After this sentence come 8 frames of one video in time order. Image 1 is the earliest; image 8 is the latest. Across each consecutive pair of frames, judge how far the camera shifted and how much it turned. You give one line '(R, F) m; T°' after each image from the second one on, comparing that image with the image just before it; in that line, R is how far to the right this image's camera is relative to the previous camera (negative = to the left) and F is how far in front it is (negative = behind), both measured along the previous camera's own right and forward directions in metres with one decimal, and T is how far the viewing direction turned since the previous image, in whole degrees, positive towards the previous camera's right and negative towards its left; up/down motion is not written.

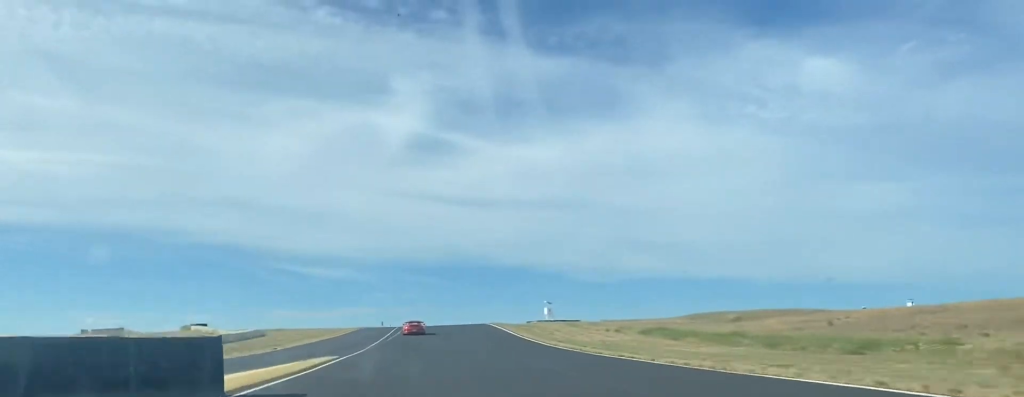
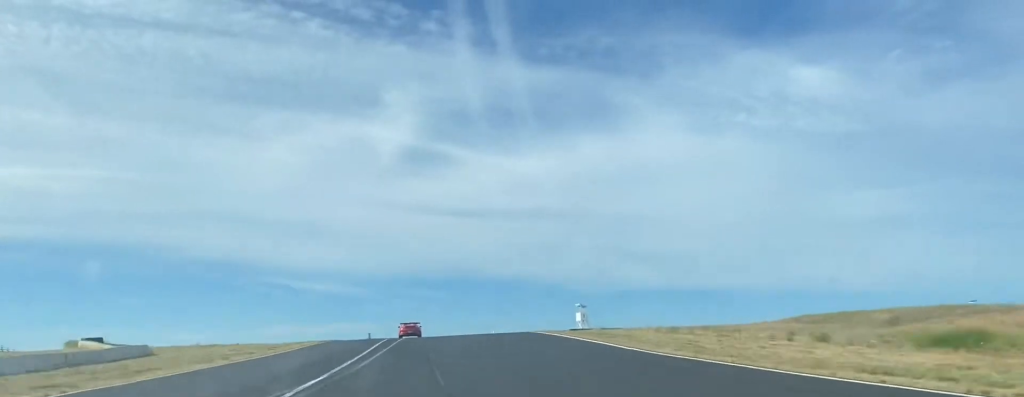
(-0.1, +35.4) m; 0°
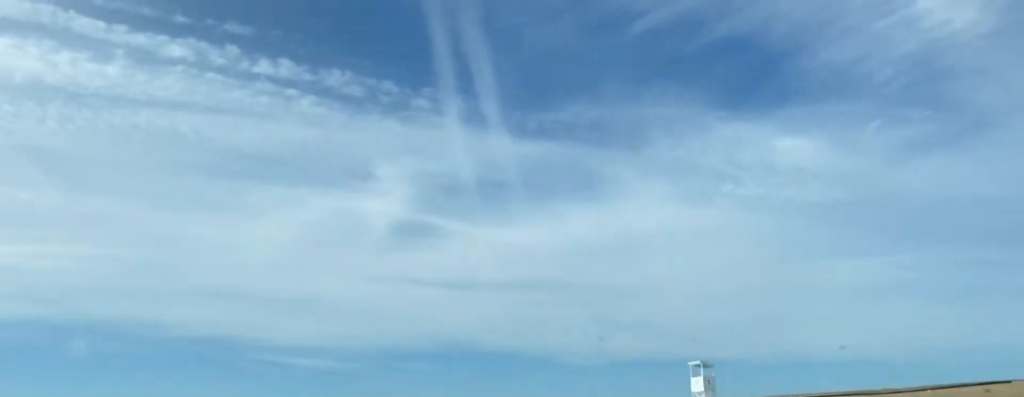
(+0.6, +54.2) m; +1°
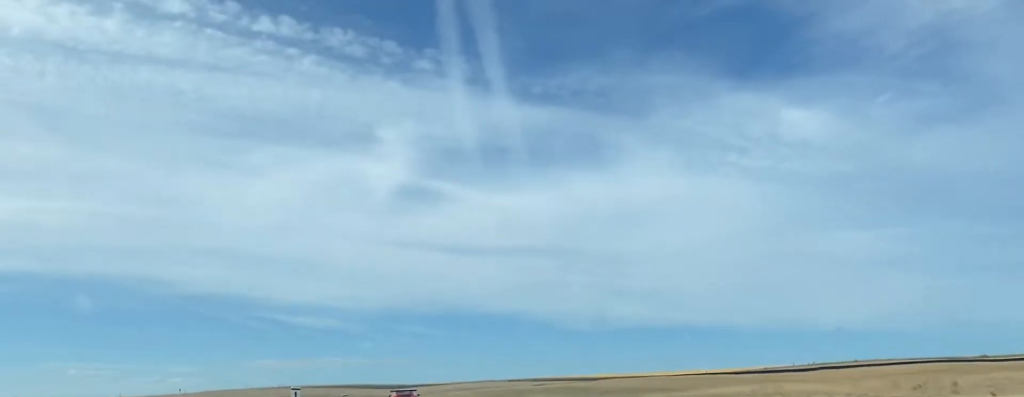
(+0.5, +60.5) m; 0°
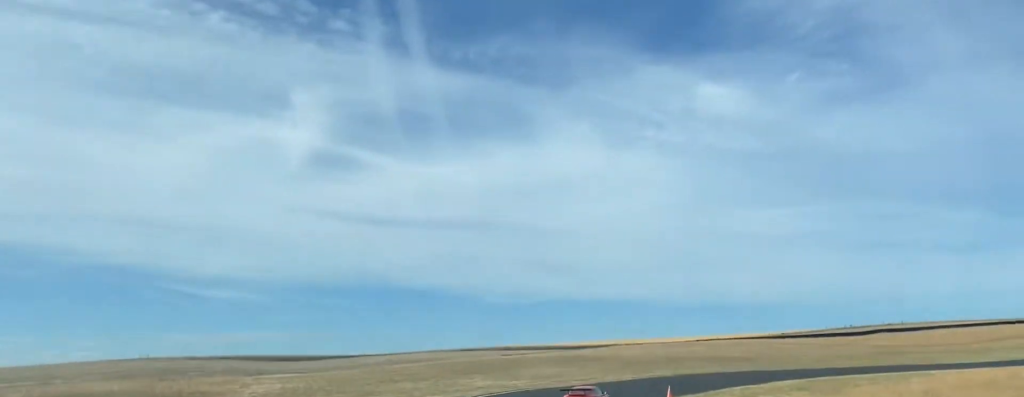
(-0.2, +70.0) m; +6°
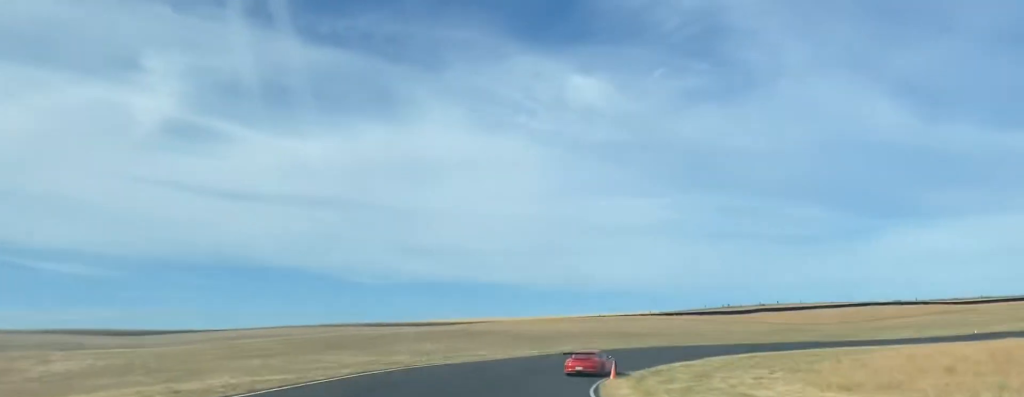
(+0.8, +15.3) m; +9°
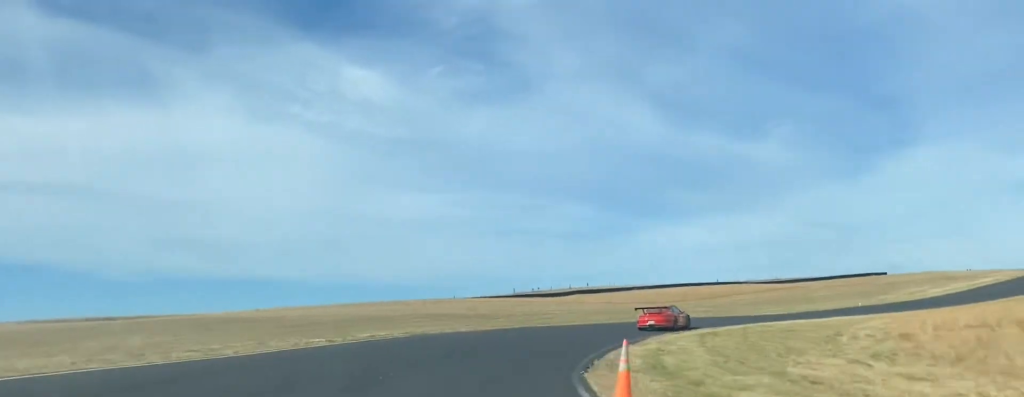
(+5.0, +28.2) m; +21°
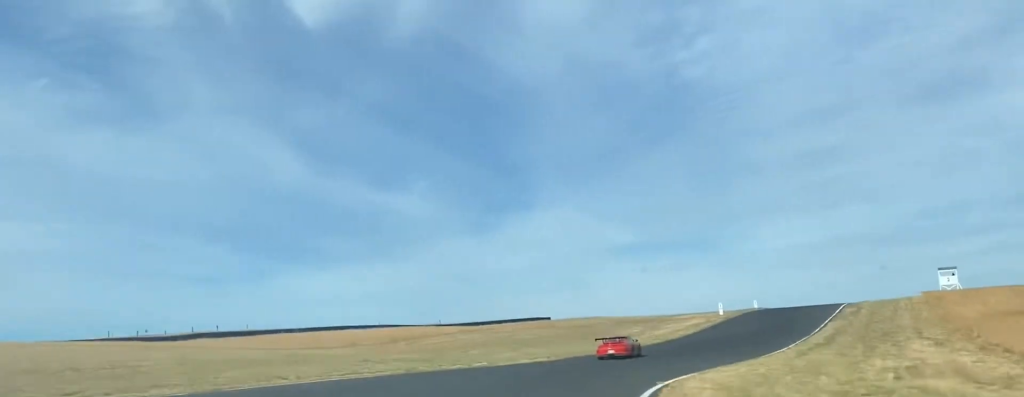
(+7.2, +32.6) m; +26°
